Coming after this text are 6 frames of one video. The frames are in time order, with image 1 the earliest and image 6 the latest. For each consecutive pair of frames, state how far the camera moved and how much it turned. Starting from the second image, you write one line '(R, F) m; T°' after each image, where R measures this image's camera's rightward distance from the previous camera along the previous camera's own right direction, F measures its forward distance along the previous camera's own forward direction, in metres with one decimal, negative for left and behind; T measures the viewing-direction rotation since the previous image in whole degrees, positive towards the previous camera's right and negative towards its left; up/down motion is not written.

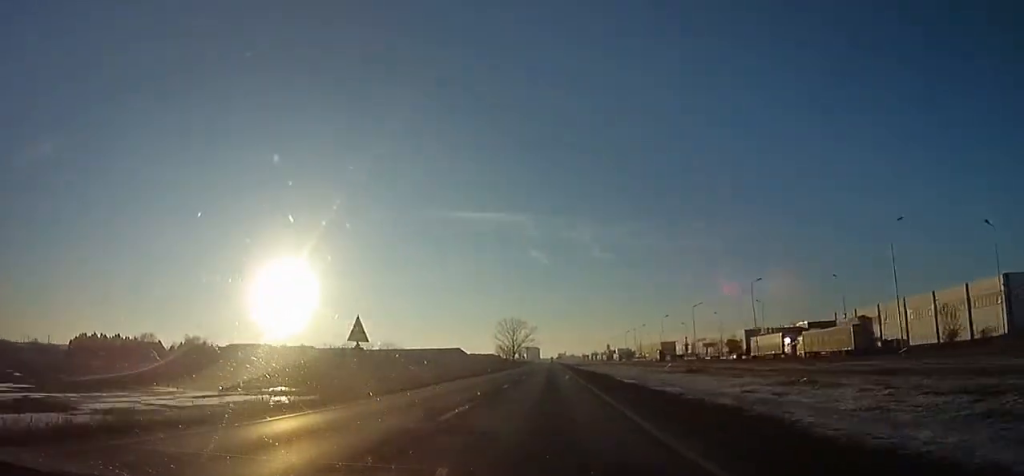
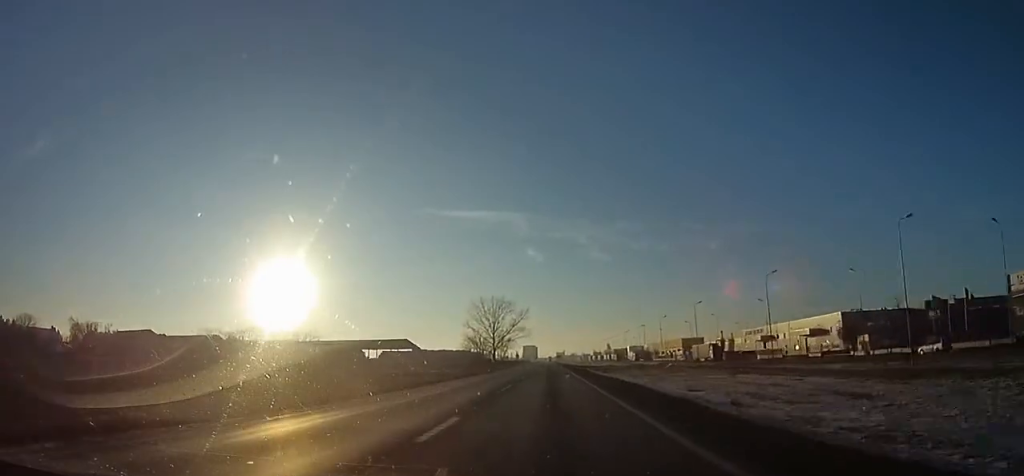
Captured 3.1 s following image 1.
(+0.3, +60.7) m; -1°
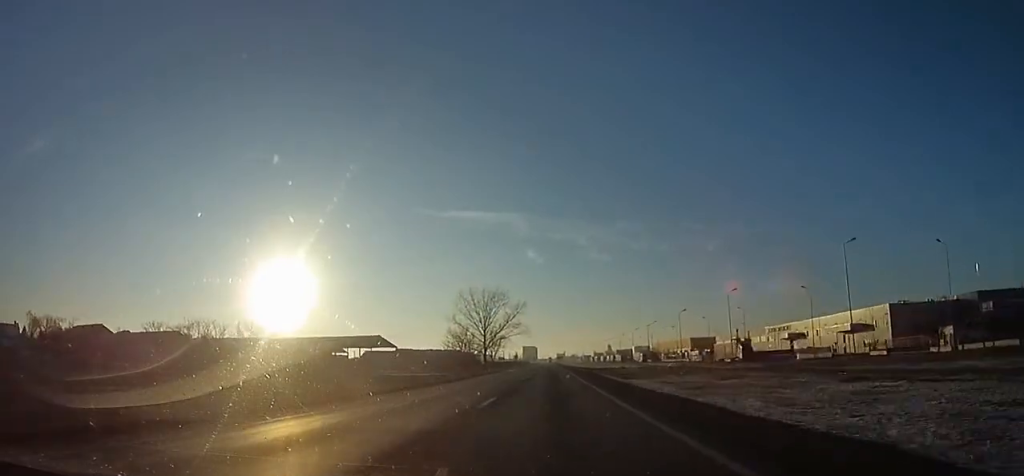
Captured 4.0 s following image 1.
(-0.7, +18.1) m; 0°
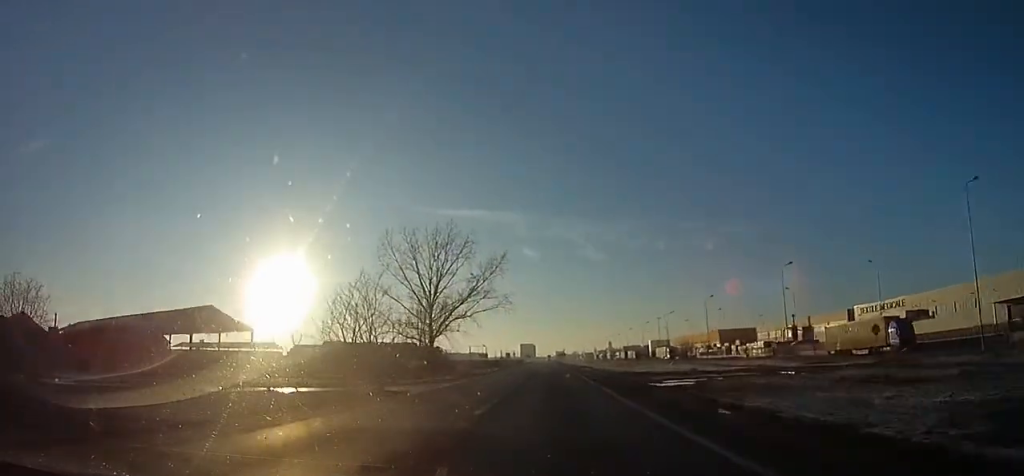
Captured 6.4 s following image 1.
(+1.0, +49.7) m; +2°
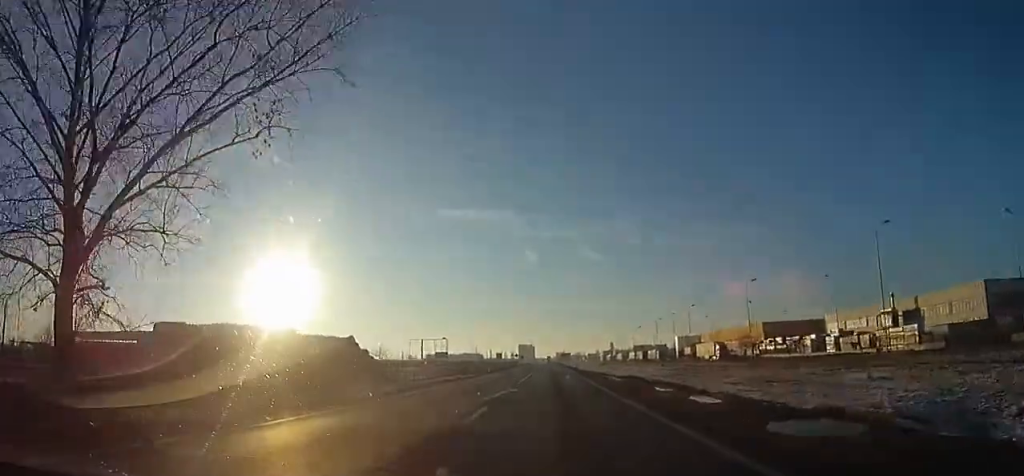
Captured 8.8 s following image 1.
(-0.4, +52.5) m; -2°
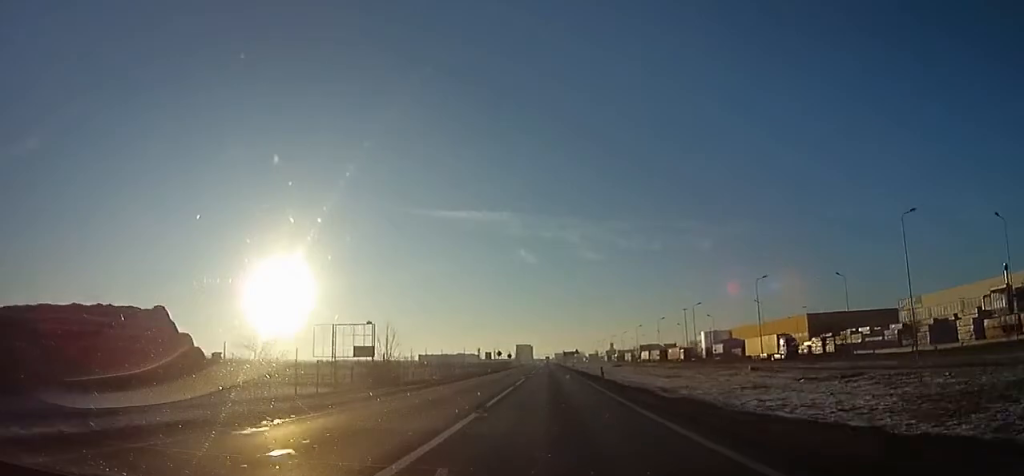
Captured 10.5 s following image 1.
(-1.1, +39.6) m; 0°
